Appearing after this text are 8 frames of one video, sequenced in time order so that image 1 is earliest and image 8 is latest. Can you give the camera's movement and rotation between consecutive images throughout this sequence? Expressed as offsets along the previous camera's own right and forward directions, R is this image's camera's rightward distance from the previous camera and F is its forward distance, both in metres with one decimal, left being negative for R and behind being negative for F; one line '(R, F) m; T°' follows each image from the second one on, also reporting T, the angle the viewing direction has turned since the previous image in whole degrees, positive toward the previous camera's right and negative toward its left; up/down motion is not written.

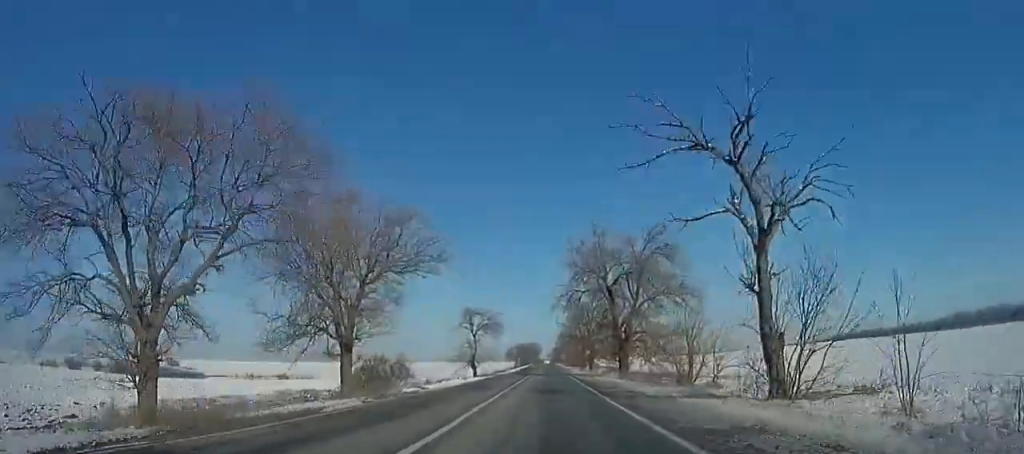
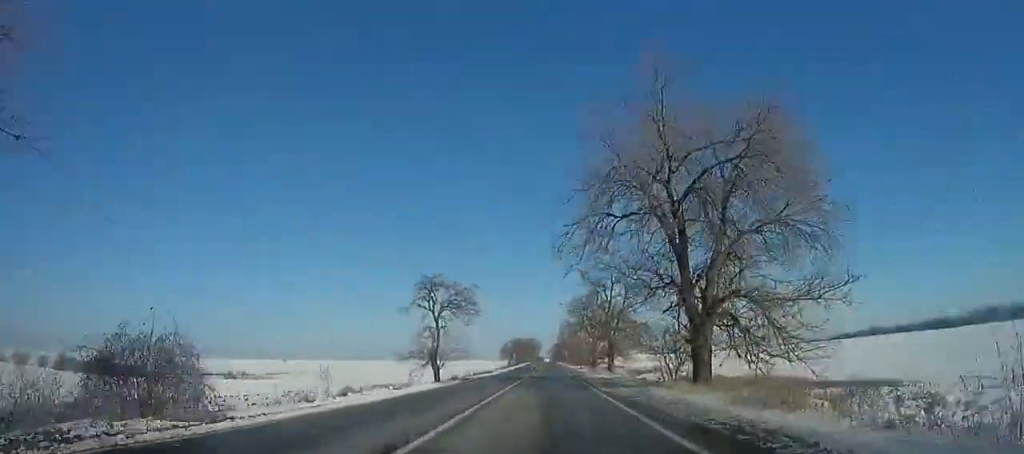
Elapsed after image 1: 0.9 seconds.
(0.0, +20.2) m; 0°
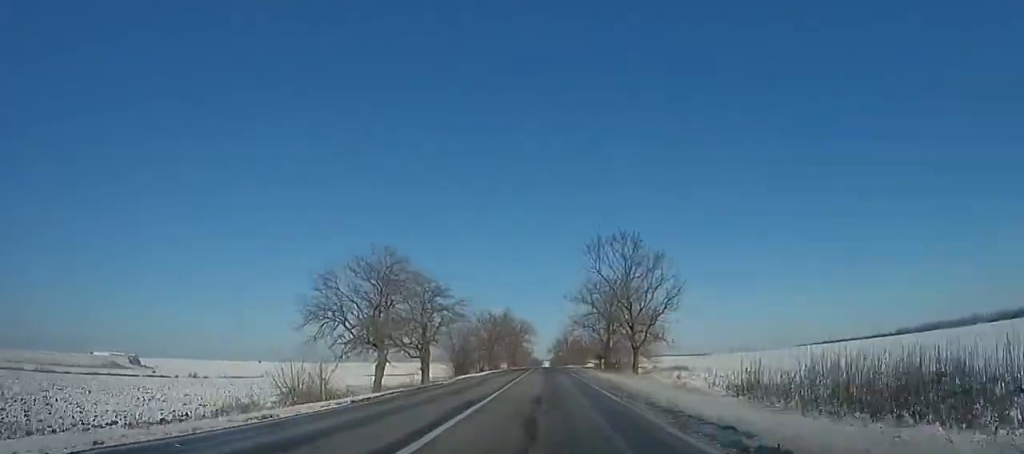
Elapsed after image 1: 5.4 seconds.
(+0.1, +108.1) m; 0°
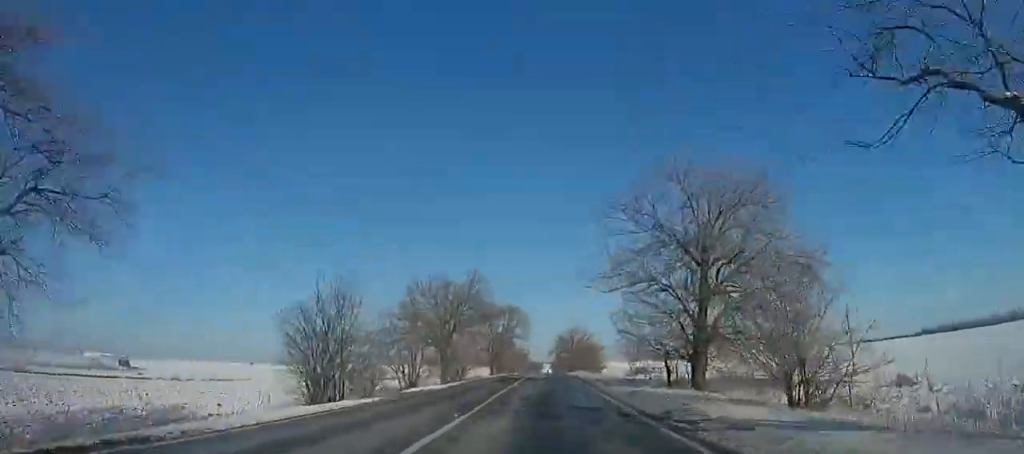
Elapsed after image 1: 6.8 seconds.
(0.0, +34.2) m; 0°
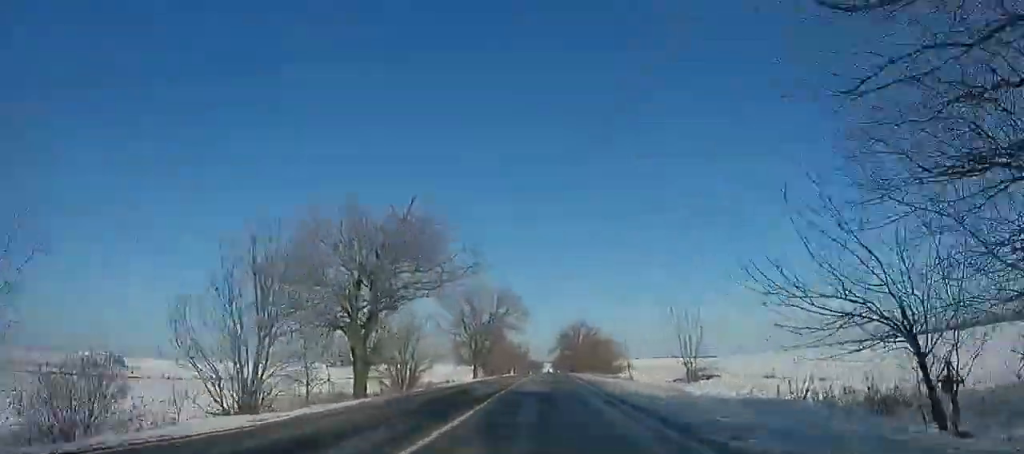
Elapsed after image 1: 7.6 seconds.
(0.0, +19.5) m; 0°
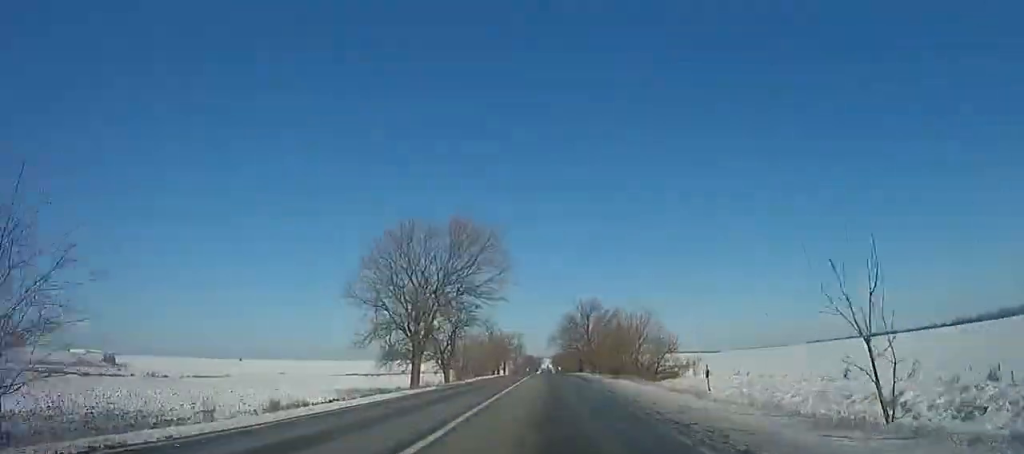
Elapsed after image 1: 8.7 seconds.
(0.0, +27.7) m; 0°
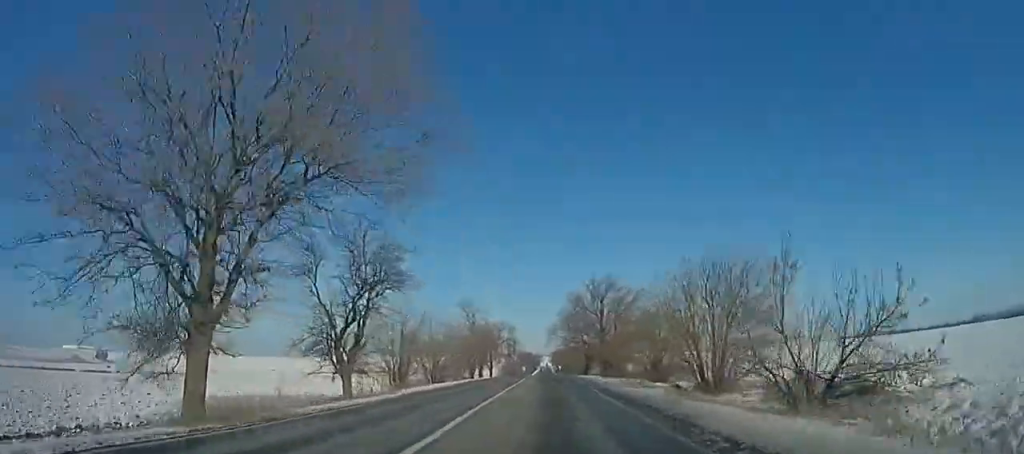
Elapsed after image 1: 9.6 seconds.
(0.0, +21.9) m; 0°
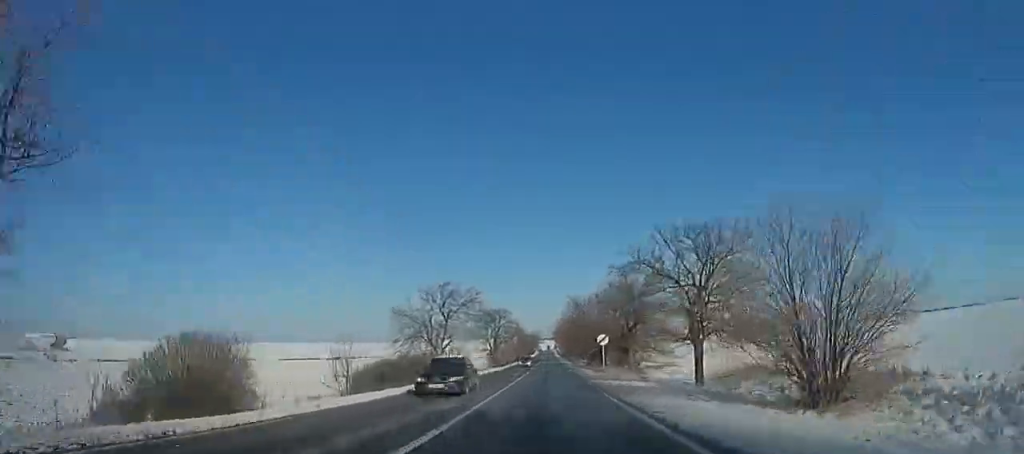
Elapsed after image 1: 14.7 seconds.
(-0.5, +123.4) m; -1°
